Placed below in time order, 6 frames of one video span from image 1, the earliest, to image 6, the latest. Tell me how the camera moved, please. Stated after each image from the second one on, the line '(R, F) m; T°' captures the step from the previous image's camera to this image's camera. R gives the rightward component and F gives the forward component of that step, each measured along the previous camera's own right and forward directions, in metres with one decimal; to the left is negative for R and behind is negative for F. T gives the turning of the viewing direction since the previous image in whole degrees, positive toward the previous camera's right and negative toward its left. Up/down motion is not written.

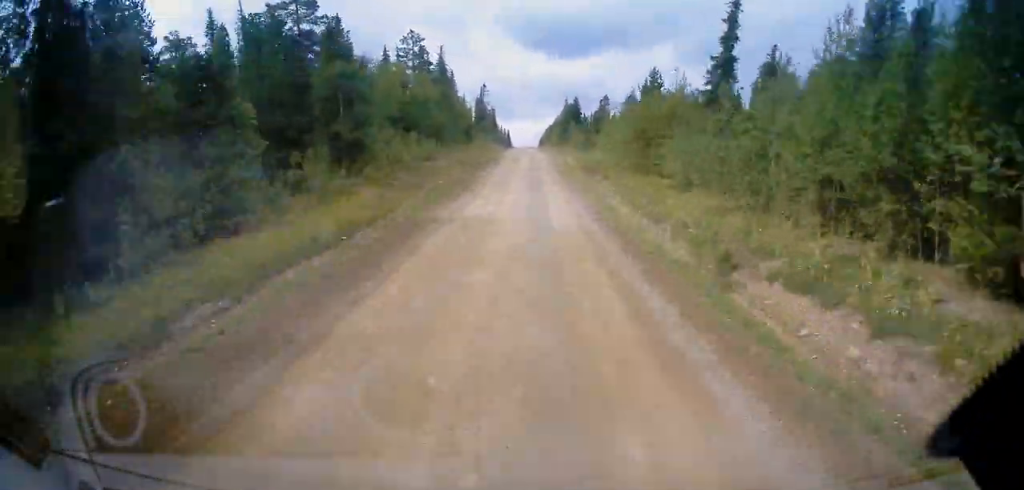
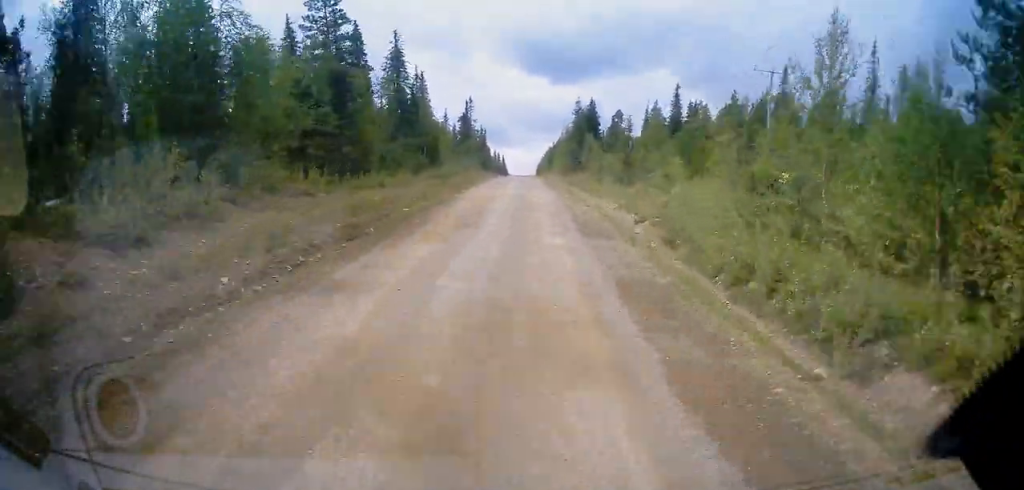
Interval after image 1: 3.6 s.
(+0.3, +33.2) m; 0°
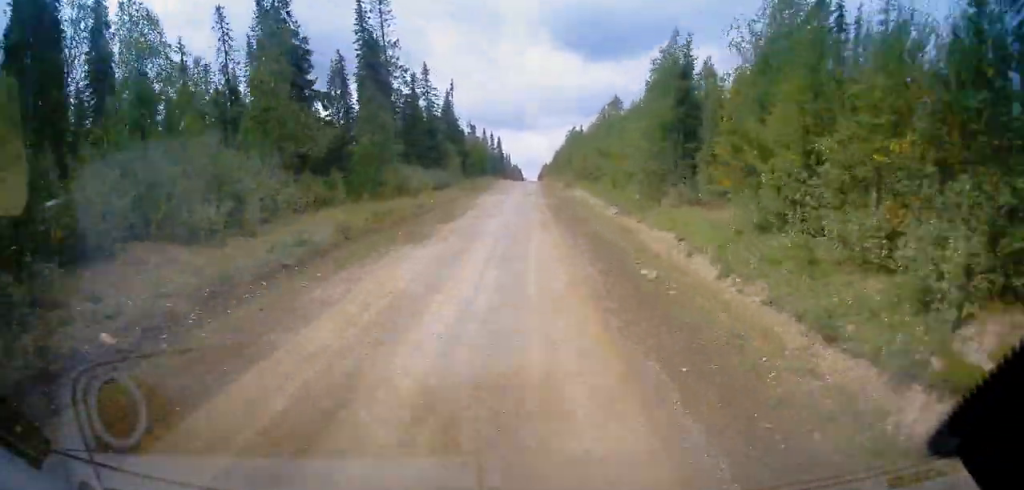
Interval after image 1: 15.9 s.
(-1.8, +106.6) m; -1°
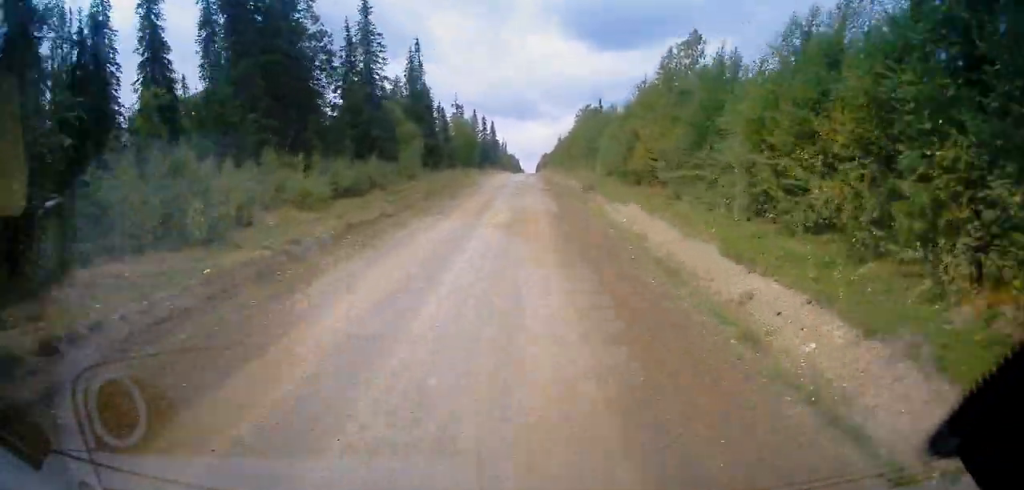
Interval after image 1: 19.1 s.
(+0.1, +27.7) m; 0°
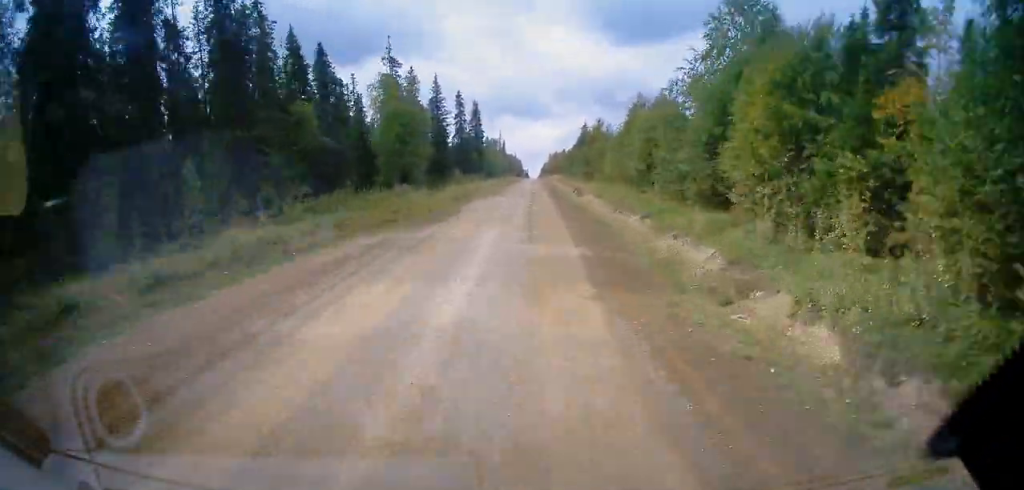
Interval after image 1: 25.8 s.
(-0.6, +61.2) m; 0°
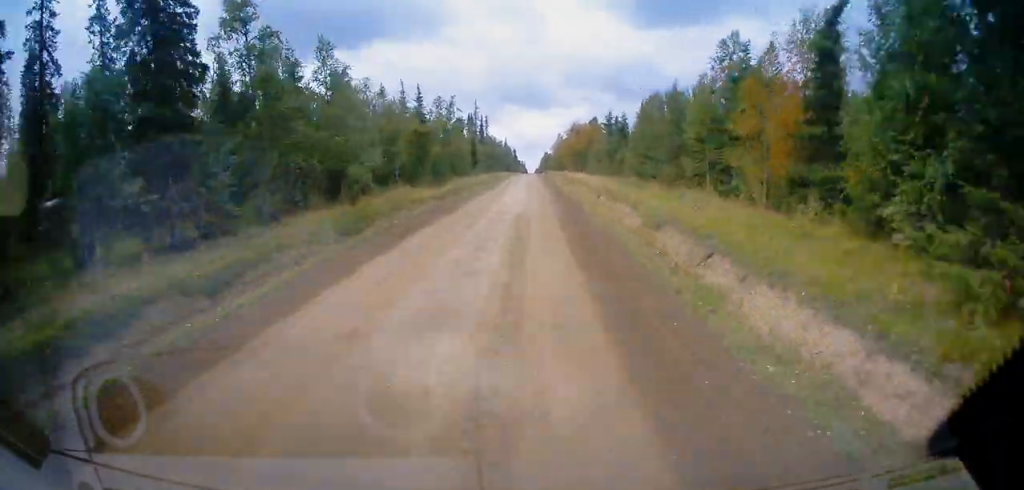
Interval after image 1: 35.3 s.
(-1.9, +90.3) m; +1°
